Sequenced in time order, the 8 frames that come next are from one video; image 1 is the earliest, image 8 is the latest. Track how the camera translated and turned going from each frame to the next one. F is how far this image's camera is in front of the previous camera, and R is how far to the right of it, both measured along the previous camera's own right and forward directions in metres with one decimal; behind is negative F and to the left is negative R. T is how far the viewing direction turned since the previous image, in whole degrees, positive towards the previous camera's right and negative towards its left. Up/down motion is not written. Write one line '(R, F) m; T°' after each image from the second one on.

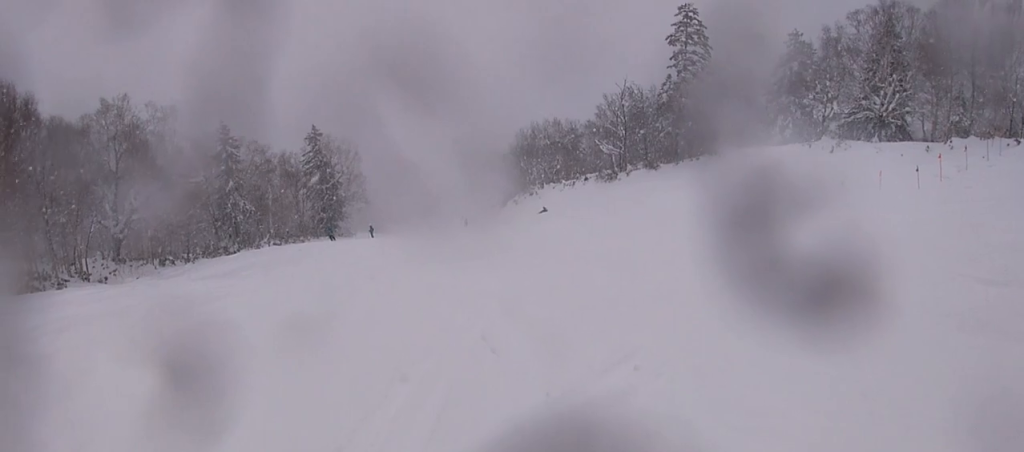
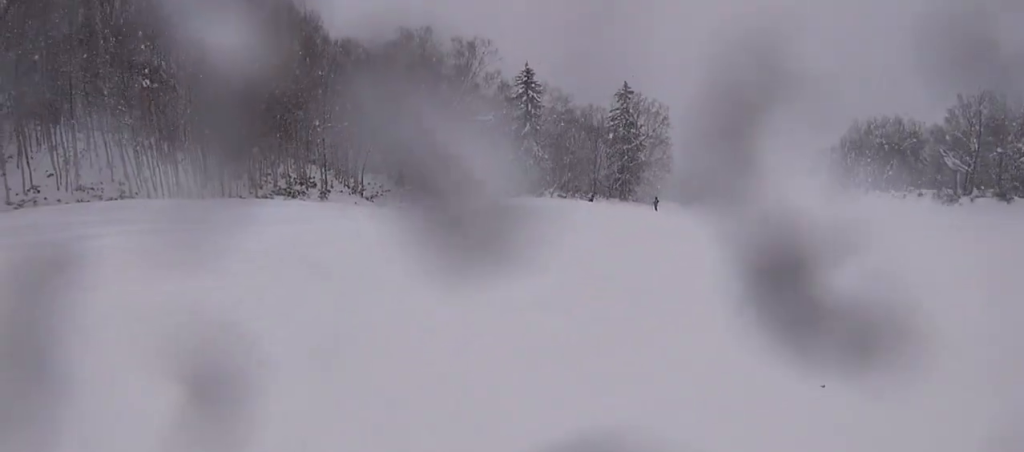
(-2.4, +5.9) m; -48°
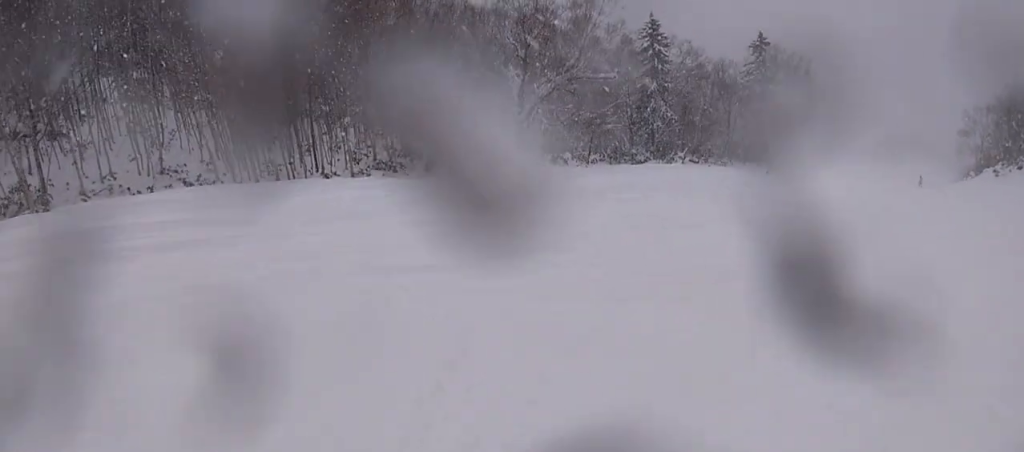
(-0.2, +6.2) m; +21°
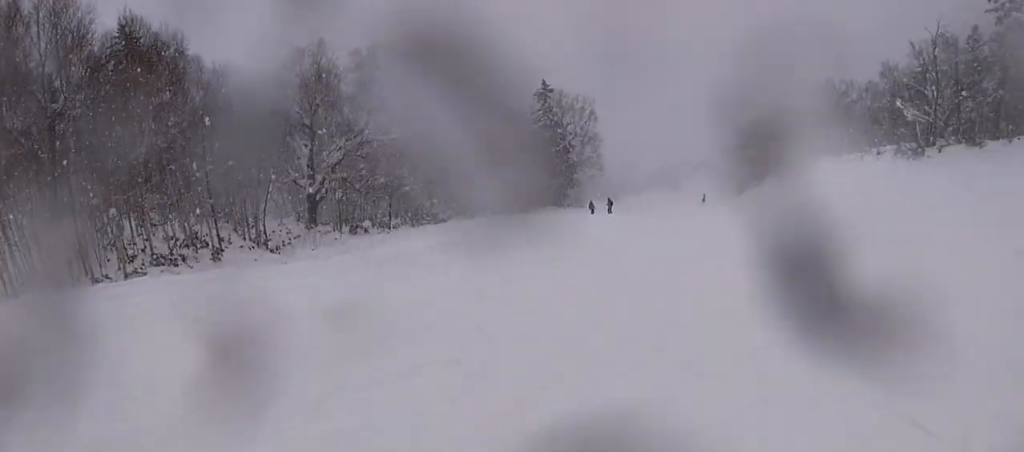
(+0.5, +3.1) m; +19°
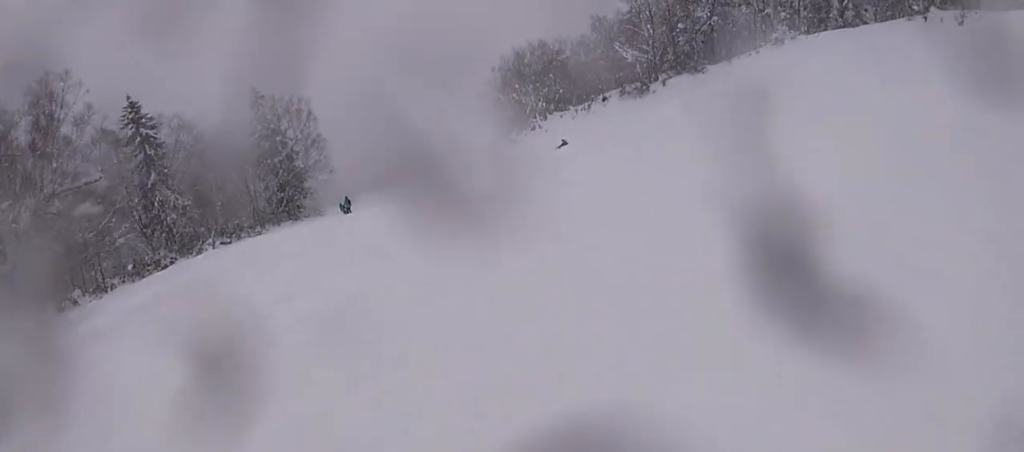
(+0.9, +4.1) m; +12°
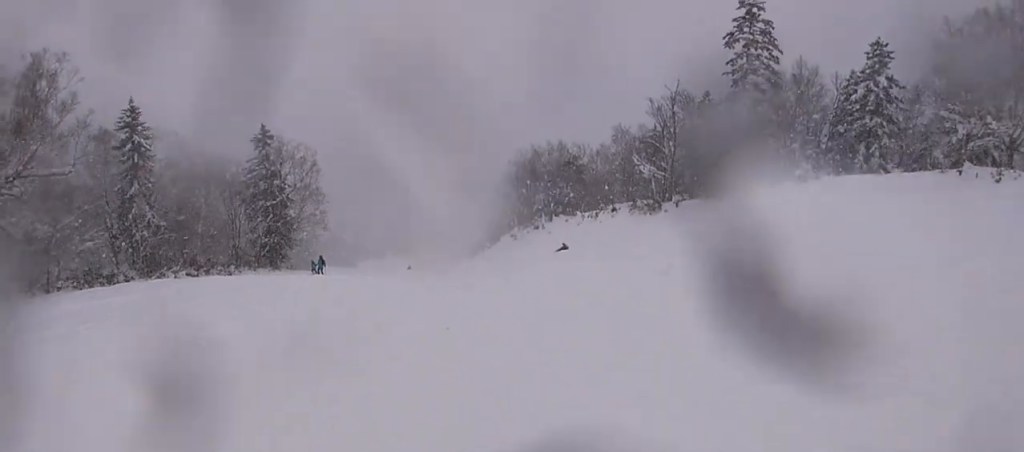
(0.0, +3.9) m; -13°
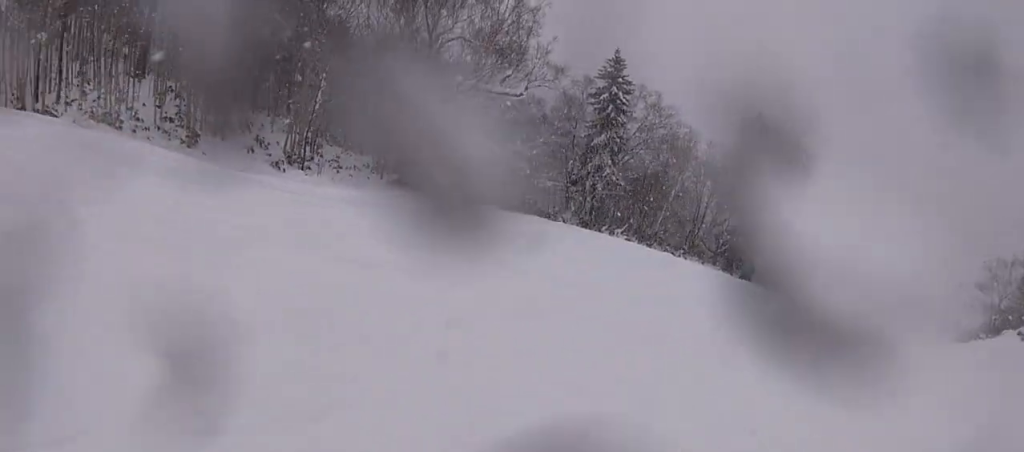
(-2.6, +6.5) m; -43°
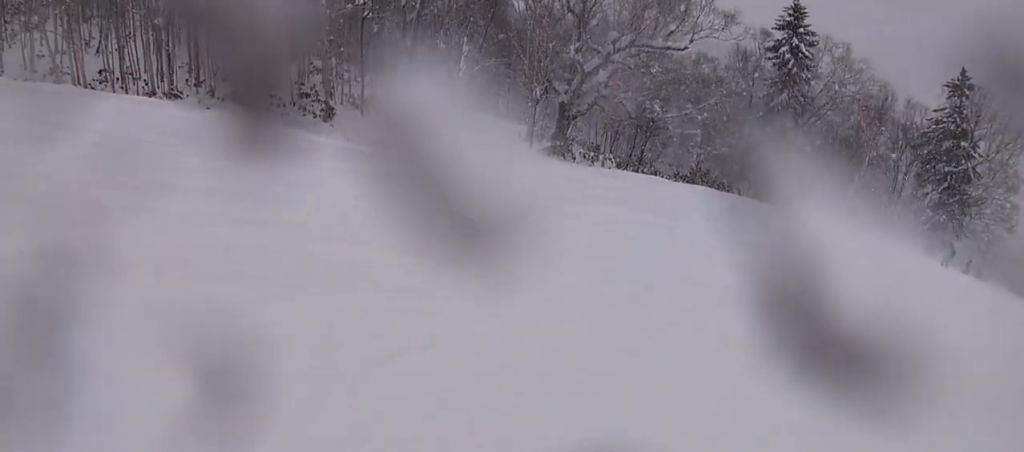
(-0.7, +3.2) m; -10°
